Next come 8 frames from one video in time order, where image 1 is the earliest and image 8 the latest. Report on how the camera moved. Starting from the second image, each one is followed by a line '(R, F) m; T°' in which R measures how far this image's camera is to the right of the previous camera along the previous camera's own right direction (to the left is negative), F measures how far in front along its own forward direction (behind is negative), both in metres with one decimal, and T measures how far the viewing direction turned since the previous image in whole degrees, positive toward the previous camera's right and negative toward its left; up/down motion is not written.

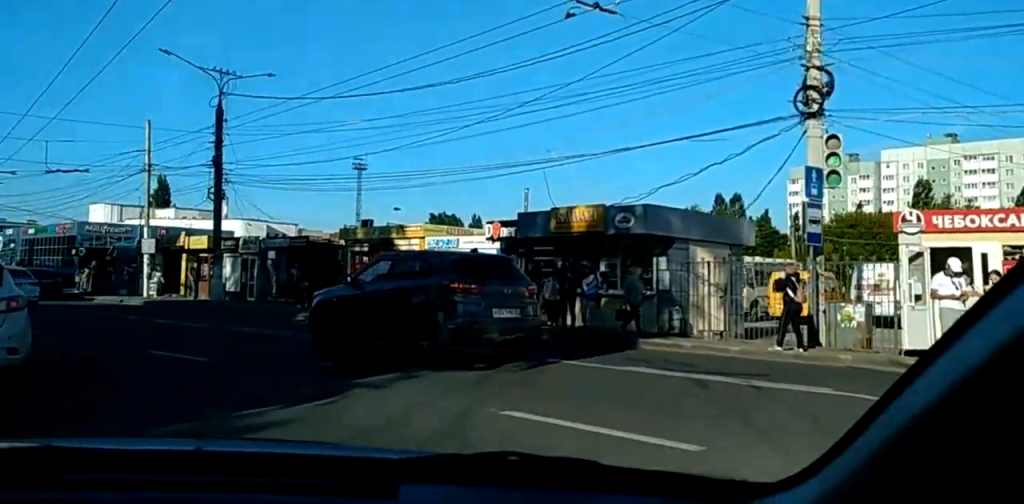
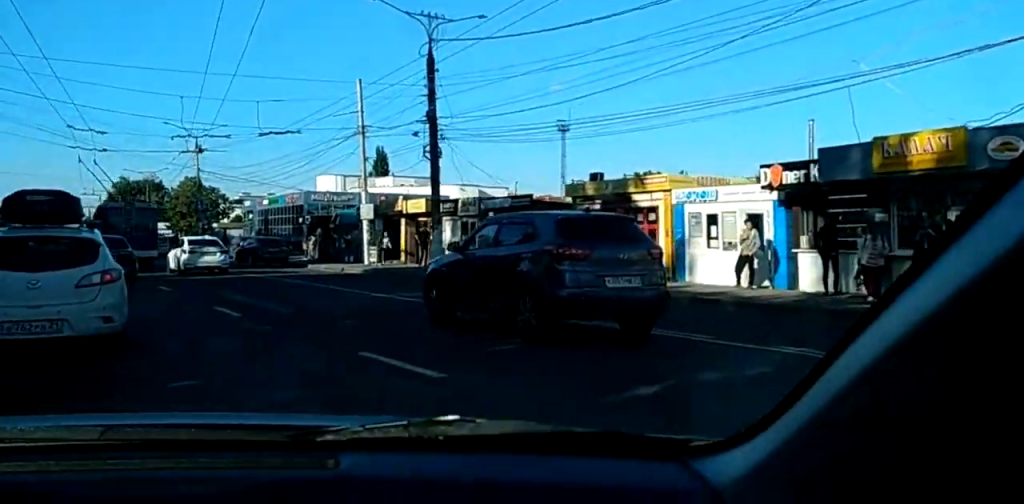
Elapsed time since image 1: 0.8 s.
(-0.4, +4.6) m; -4°
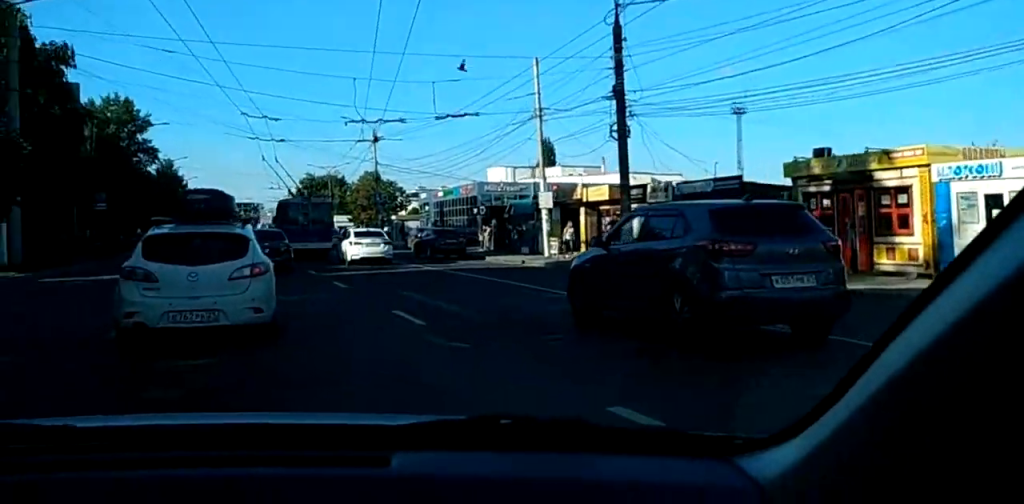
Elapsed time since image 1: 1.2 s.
(+0.2, +2.9) m; -3°
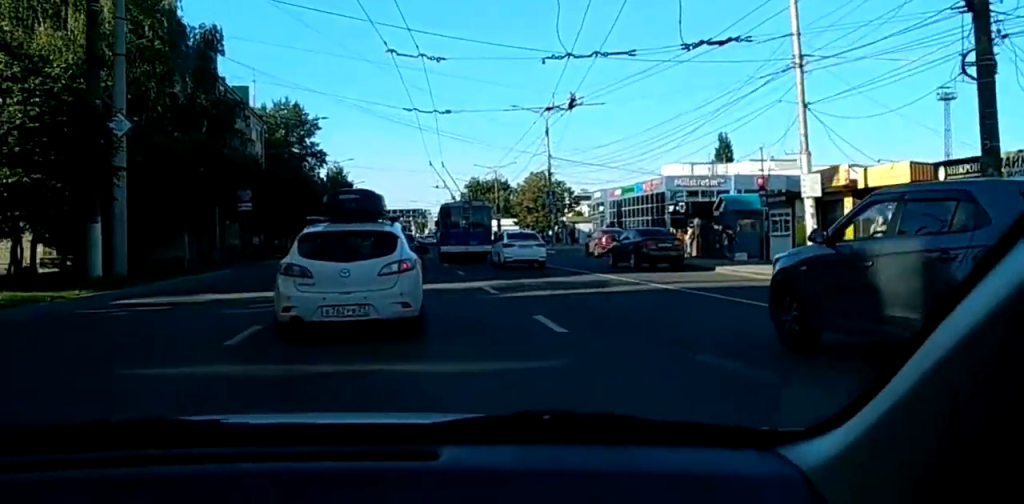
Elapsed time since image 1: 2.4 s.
(-0.9, +7.4) m; -18°
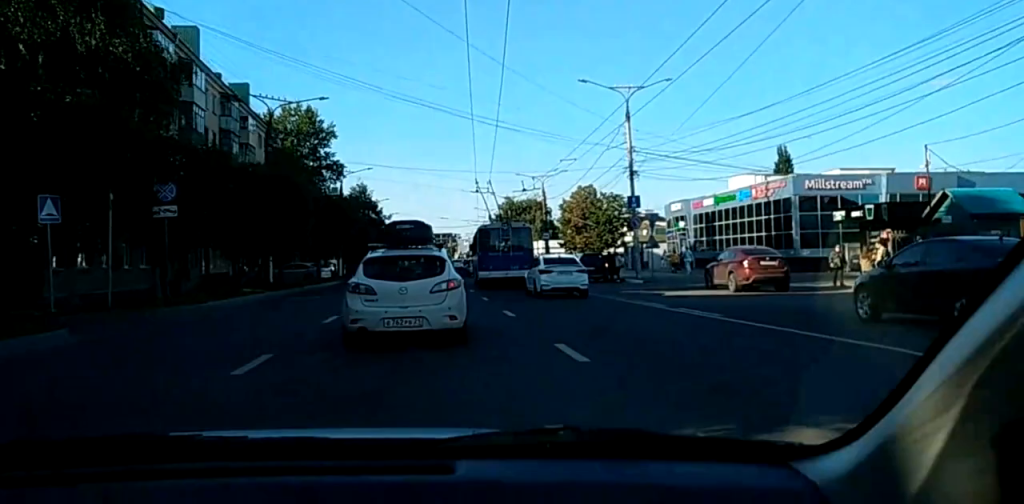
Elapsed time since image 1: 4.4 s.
(-3.7, +15.1) m; -19°
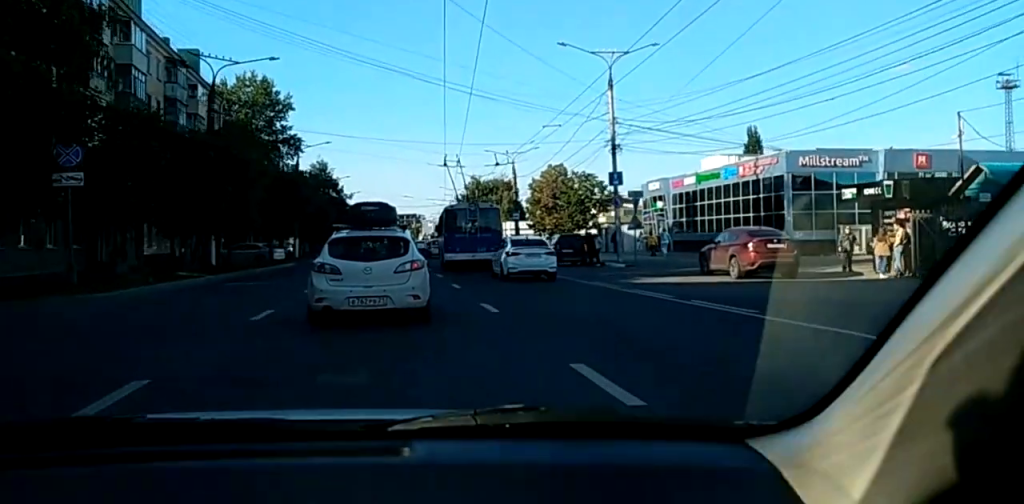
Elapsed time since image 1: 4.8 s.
(0.0, +3.7) m; -1°
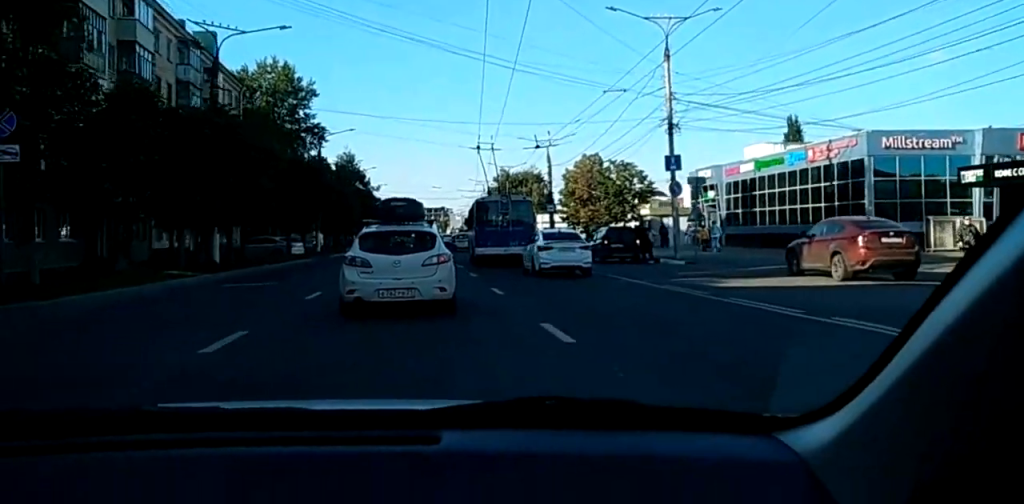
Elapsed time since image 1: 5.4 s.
(0.0, +5.1) m; 0°
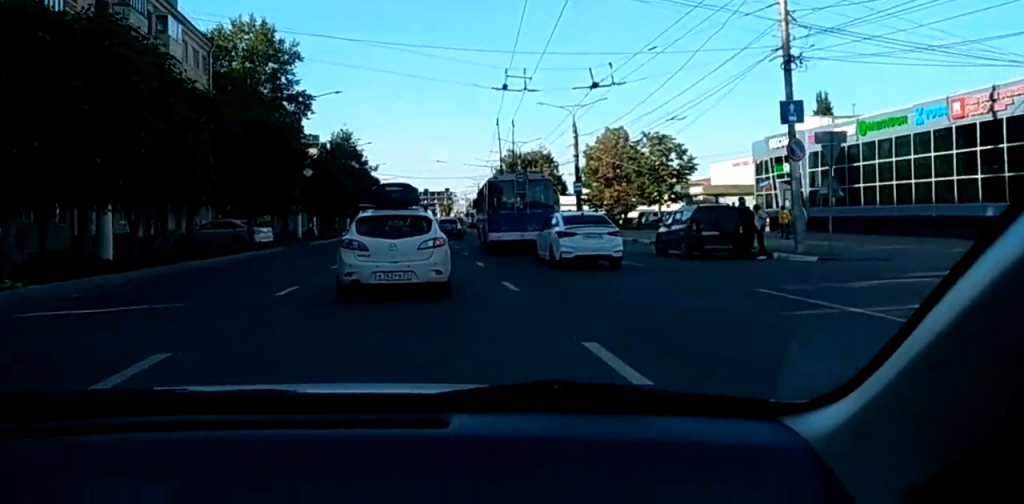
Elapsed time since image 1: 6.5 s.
(-0.1, +11.8) m; 0°
